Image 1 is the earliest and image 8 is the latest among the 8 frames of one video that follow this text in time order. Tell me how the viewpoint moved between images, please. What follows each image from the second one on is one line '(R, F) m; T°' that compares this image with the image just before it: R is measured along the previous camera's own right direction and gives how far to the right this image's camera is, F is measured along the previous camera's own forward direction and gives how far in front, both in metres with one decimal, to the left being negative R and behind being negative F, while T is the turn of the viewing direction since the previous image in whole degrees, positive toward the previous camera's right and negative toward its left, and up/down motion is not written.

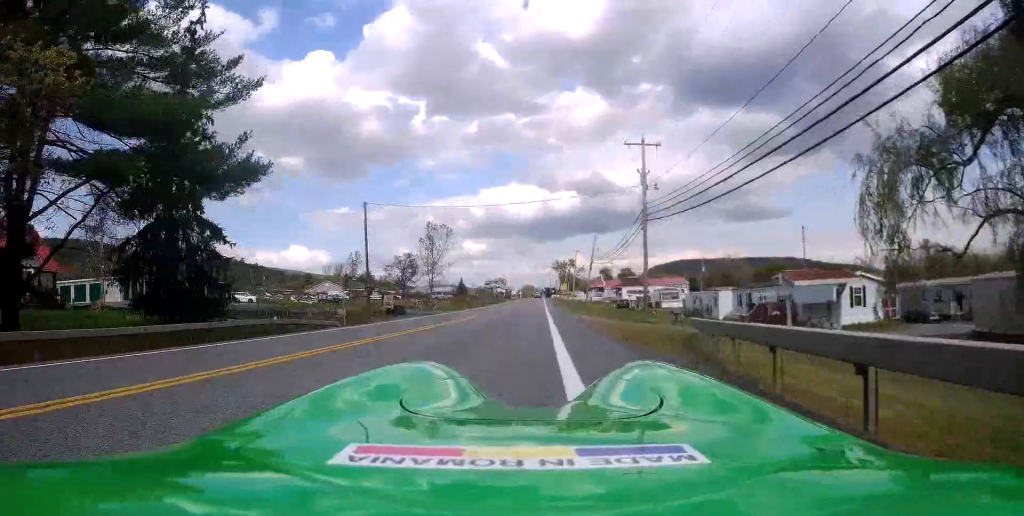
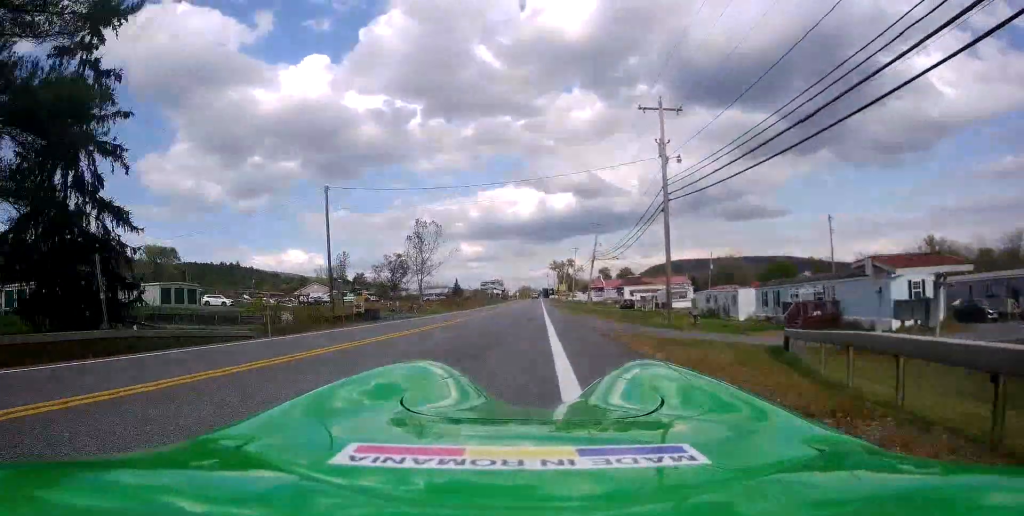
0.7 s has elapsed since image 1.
(-0.1, +7.6) m; -1°
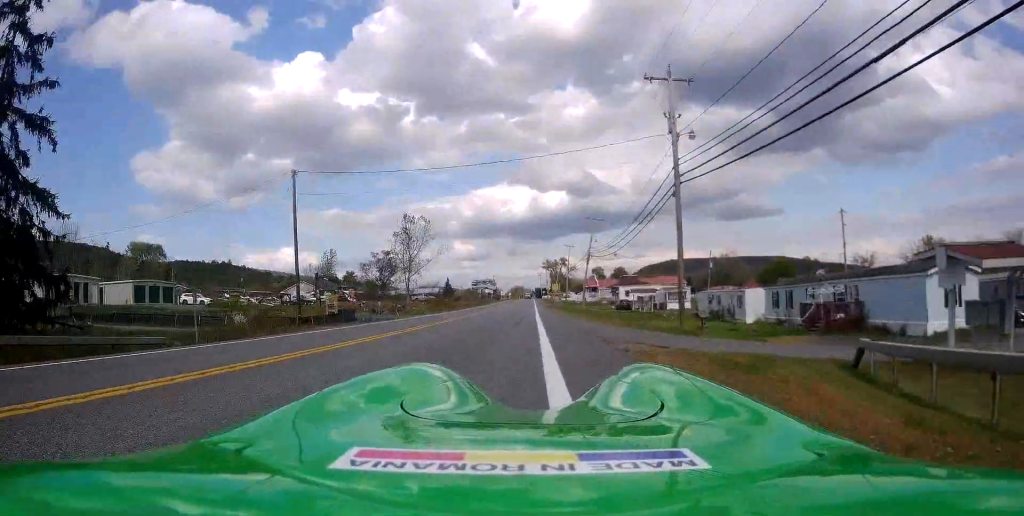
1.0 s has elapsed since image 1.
(-0.1, +4.3) m; 0°
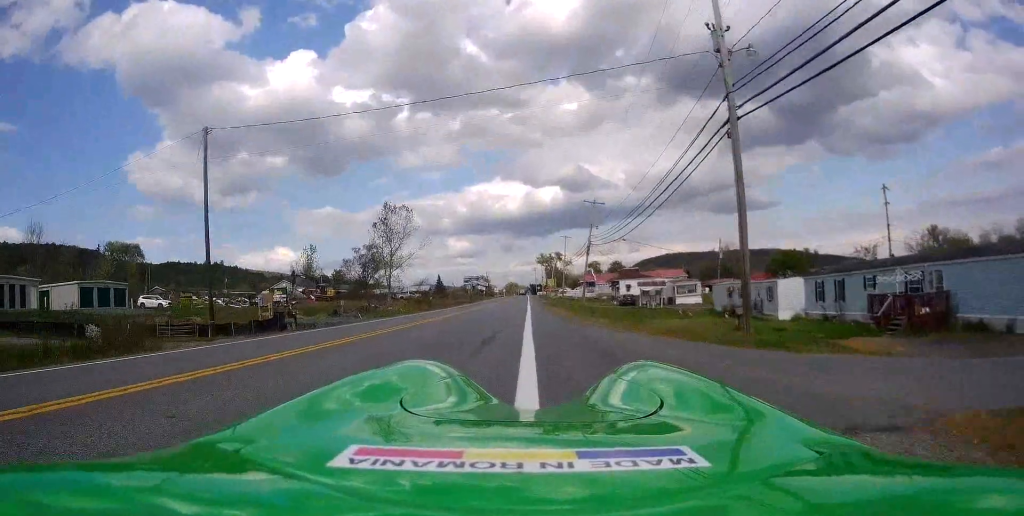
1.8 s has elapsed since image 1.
(0.0, +9.2) m; +1°
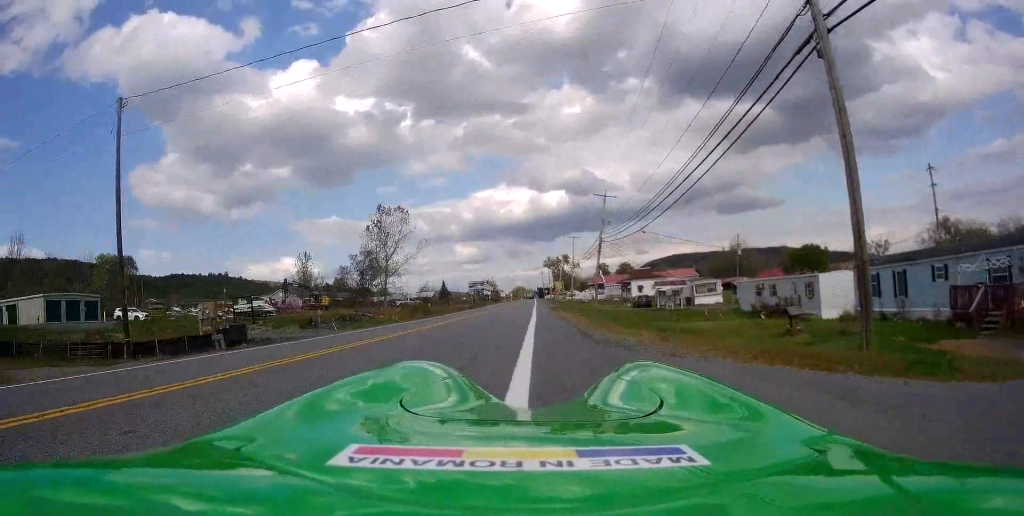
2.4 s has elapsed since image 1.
(0.0, +6.8) m; +1°
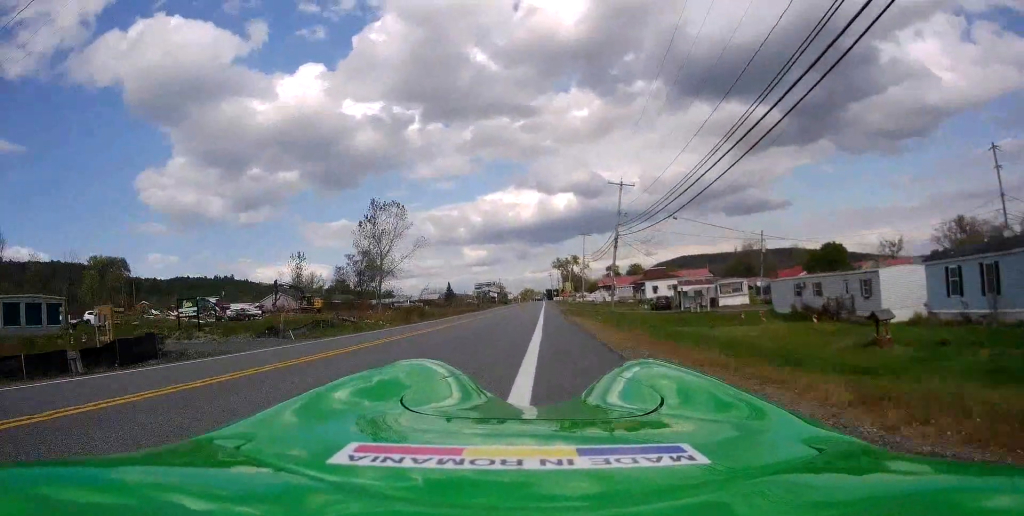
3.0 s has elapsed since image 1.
(+0.2, +7.3) m; +1°
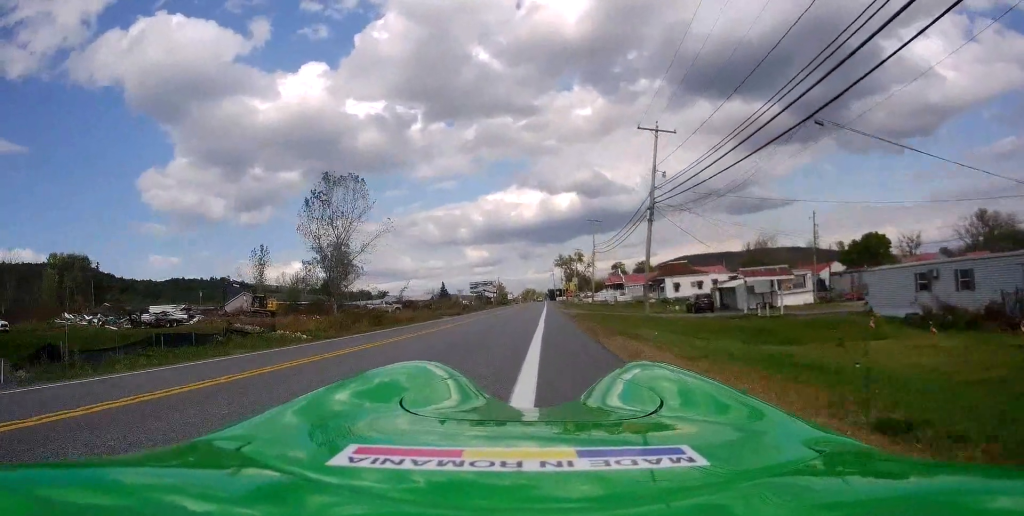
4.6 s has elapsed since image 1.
(0.0, +17.9) m; -2°
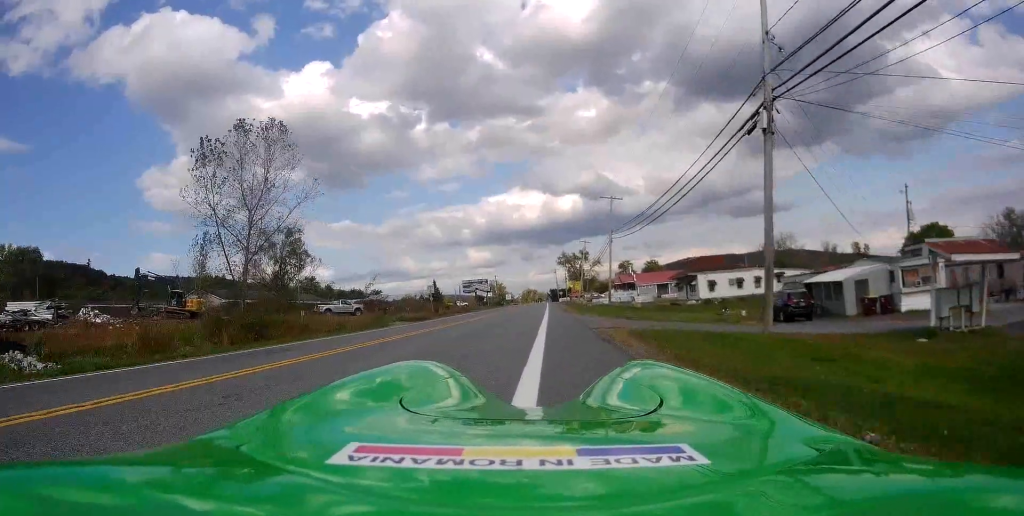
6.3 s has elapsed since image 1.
(-0.5, +19.7) m; -1°
